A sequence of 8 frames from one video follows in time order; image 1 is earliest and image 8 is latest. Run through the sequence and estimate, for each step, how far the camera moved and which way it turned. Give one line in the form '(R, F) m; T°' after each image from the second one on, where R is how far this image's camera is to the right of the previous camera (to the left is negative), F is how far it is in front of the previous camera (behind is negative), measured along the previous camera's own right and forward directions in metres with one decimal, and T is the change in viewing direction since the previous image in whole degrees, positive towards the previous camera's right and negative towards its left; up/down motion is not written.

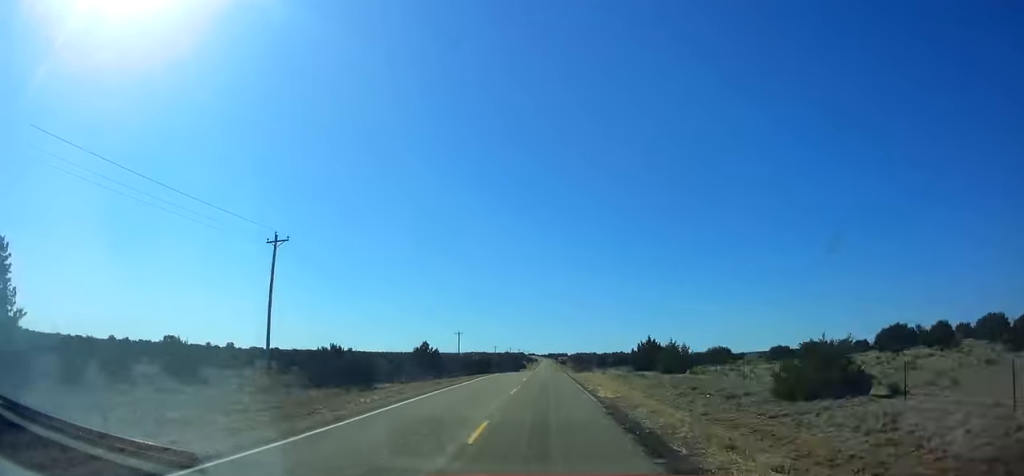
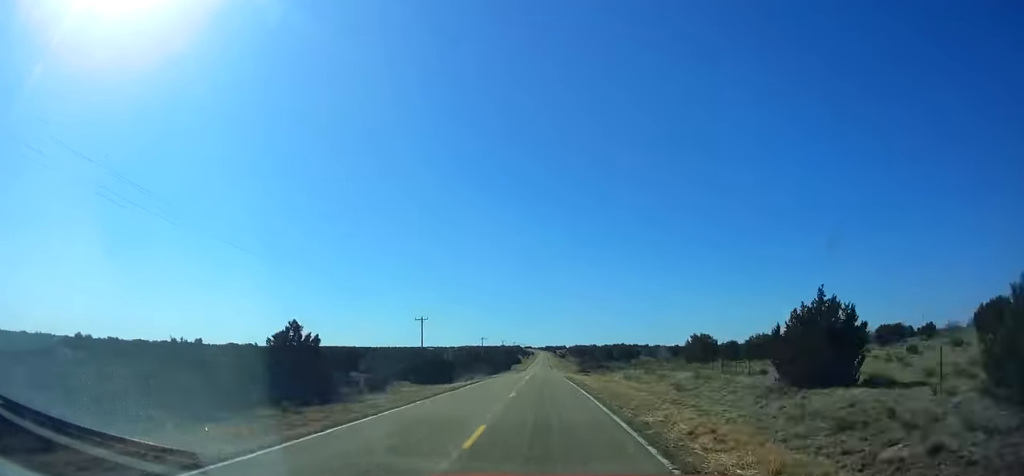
(-0.1, +37.3) m; 0°
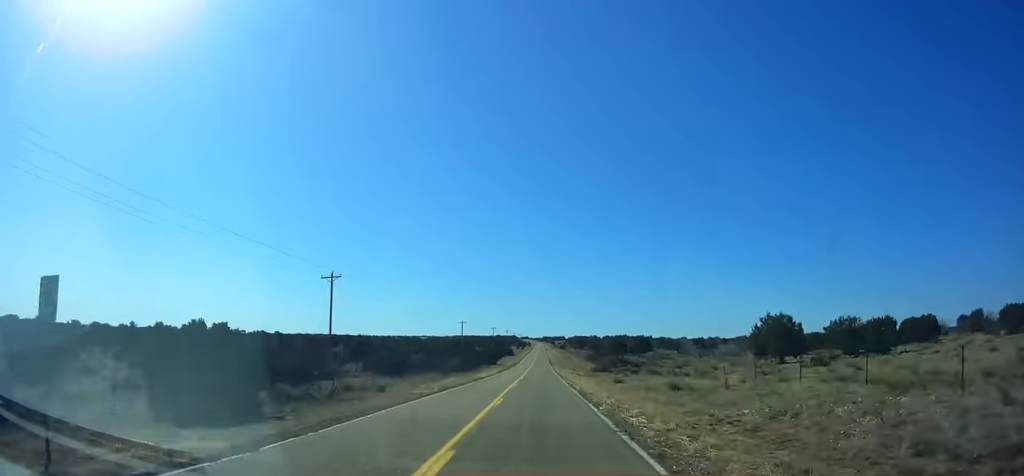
(0.0, +40.7) m; 0°
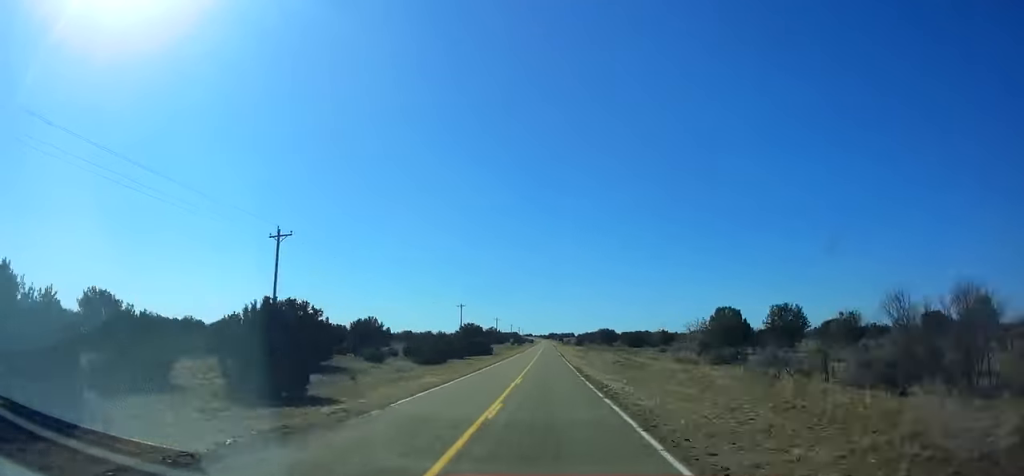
(+0.4, +103.1) m; 0°
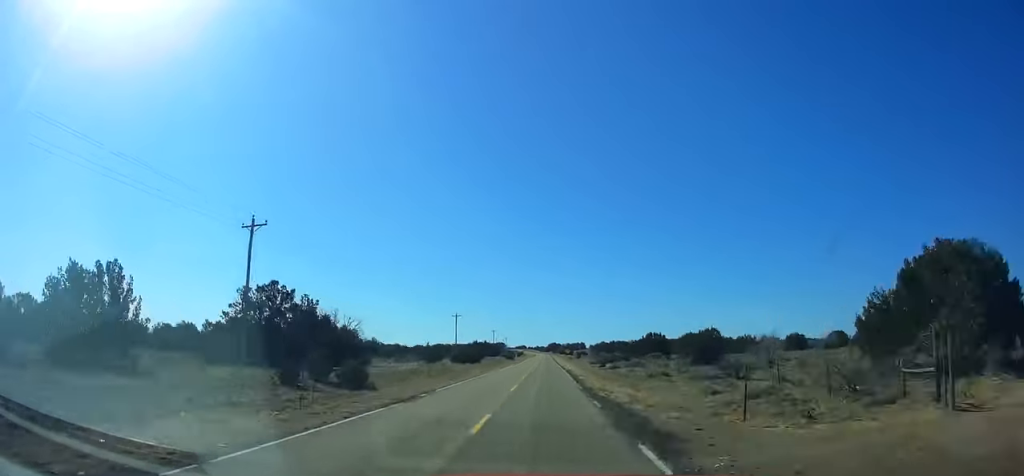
(+0.1, +185.0) m; 0°
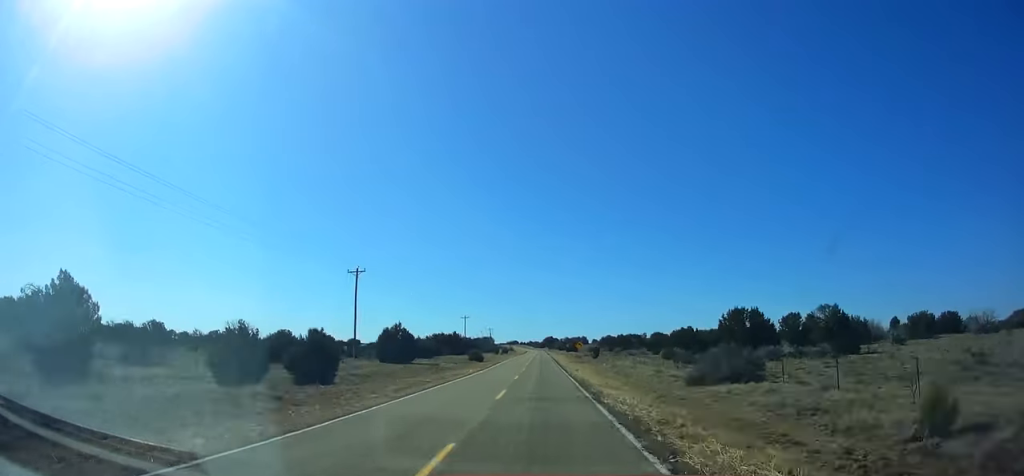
(+0.3, +66.6) m; 0°
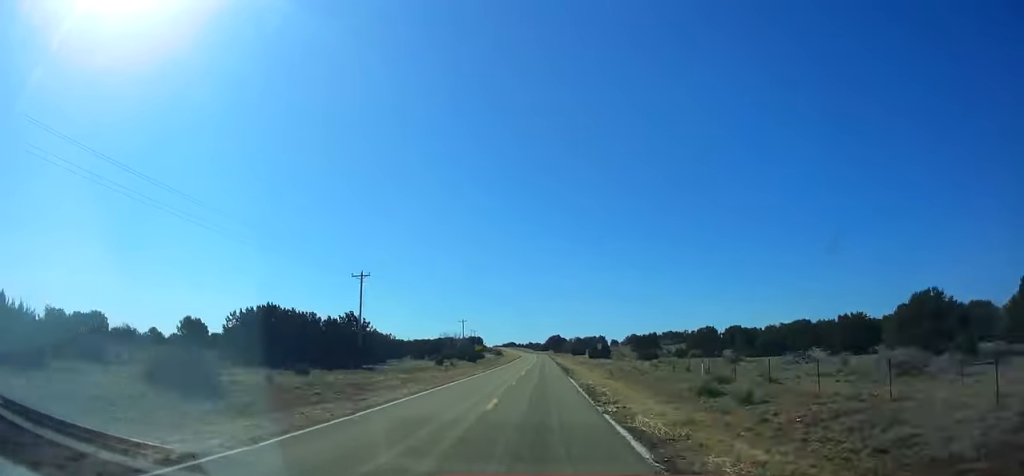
(-0.4, +89.4) m; 0°
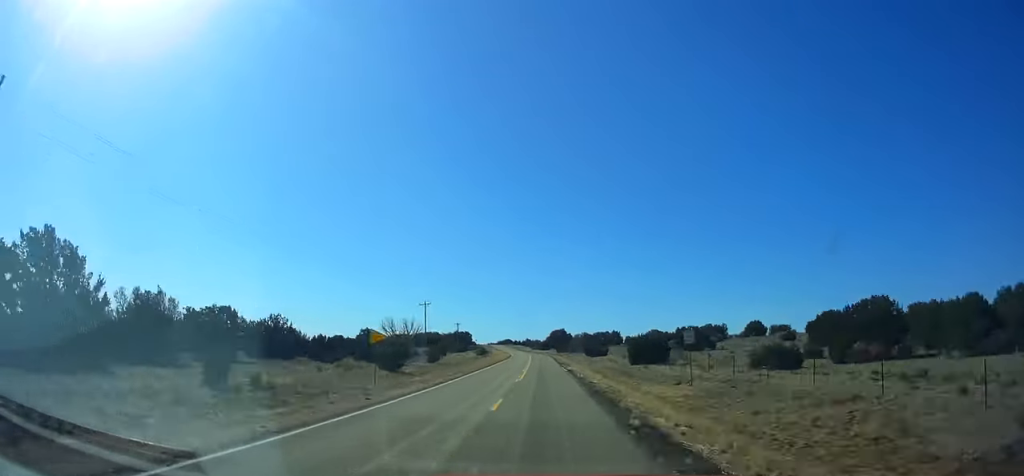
(+0.5, +50.0) m; 0°
